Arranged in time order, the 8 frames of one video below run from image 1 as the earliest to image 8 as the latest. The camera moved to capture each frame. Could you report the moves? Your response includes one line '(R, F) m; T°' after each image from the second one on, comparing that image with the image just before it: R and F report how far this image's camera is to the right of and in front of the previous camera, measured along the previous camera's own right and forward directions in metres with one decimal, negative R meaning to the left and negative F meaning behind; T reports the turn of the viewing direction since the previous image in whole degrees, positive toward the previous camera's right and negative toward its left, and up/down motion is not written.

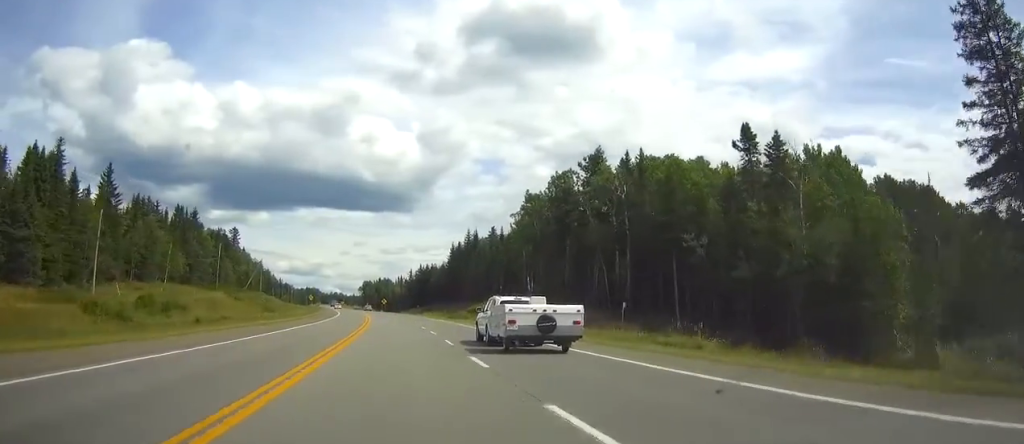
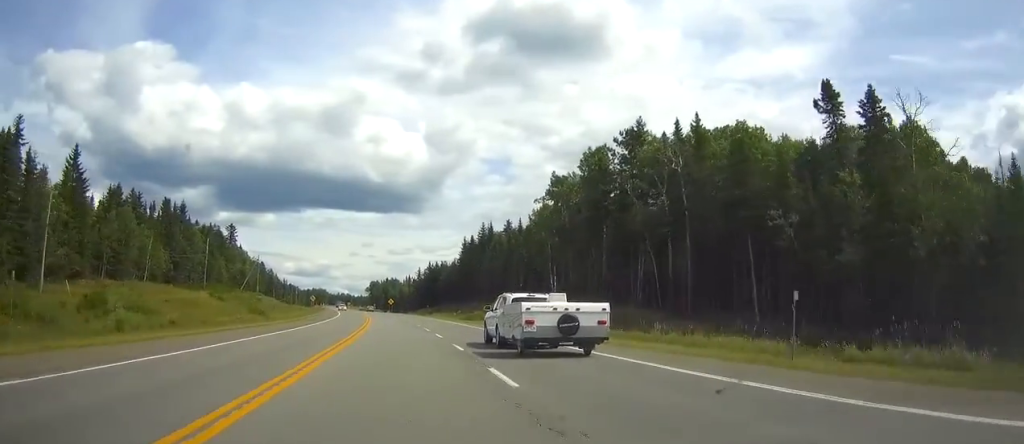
(-0.1, +12.5) m; -1°
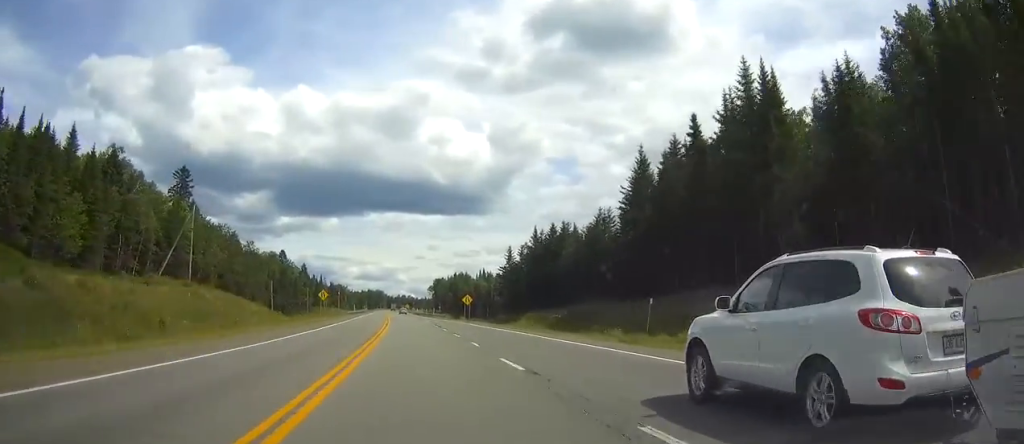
(-4.8, +87.6) m; -6°
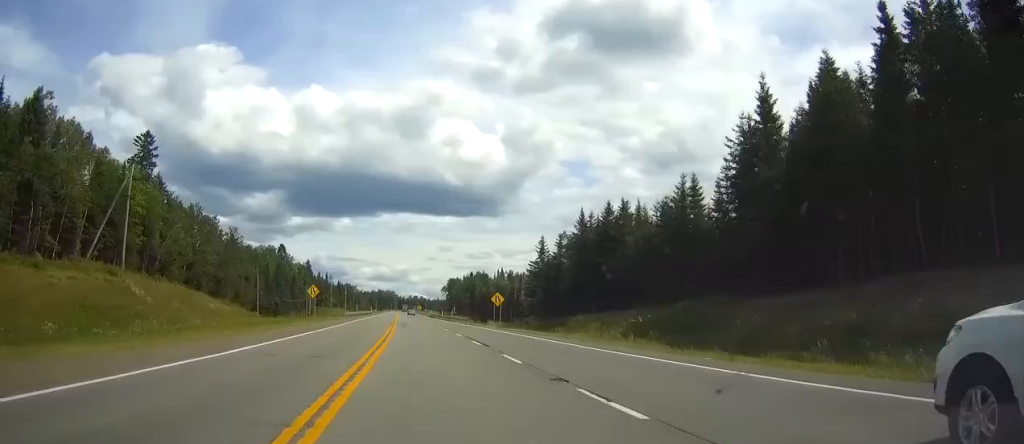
(-0.3, +23.0) m; -1°
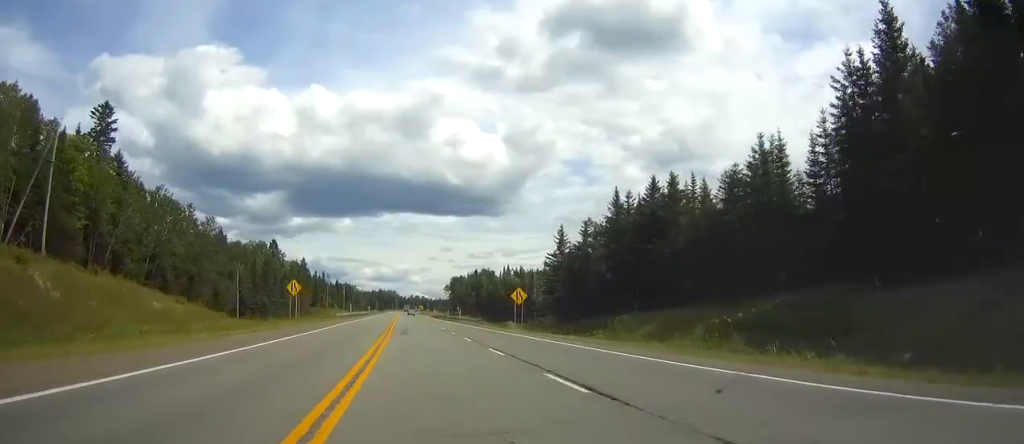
(-0.2, +14.9) m; -1°
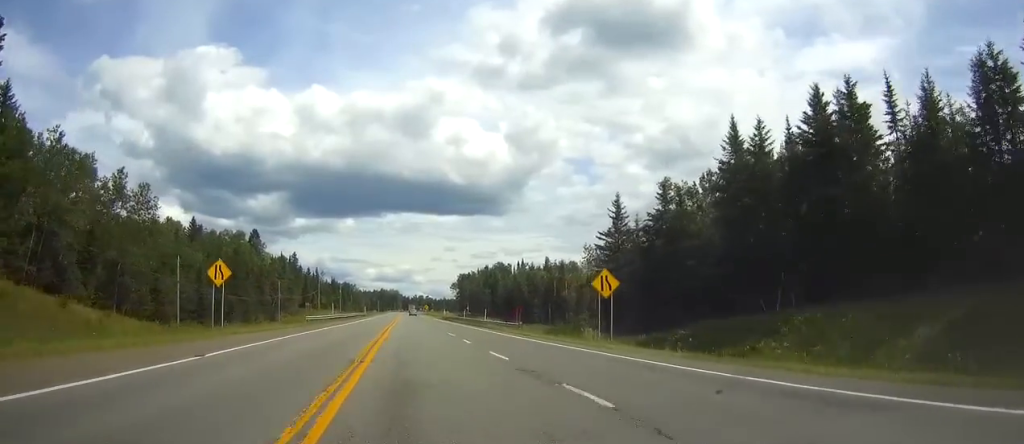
(-0.1, +28.6) m; -1°
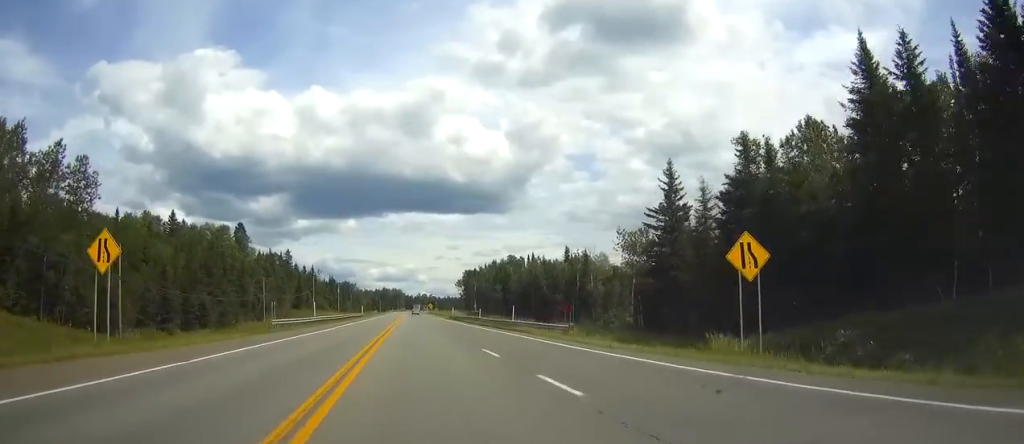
(-0.1, +16.7) m; 0°
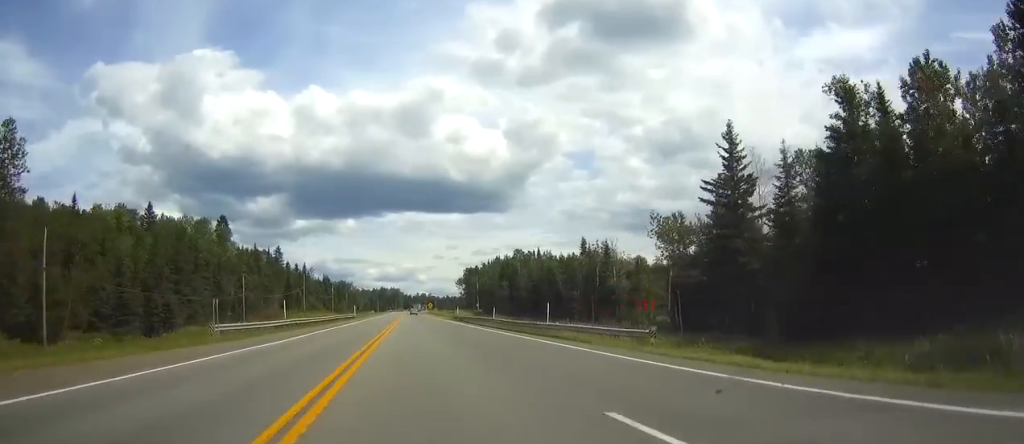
(-0.1, +13.7) m; 0°
